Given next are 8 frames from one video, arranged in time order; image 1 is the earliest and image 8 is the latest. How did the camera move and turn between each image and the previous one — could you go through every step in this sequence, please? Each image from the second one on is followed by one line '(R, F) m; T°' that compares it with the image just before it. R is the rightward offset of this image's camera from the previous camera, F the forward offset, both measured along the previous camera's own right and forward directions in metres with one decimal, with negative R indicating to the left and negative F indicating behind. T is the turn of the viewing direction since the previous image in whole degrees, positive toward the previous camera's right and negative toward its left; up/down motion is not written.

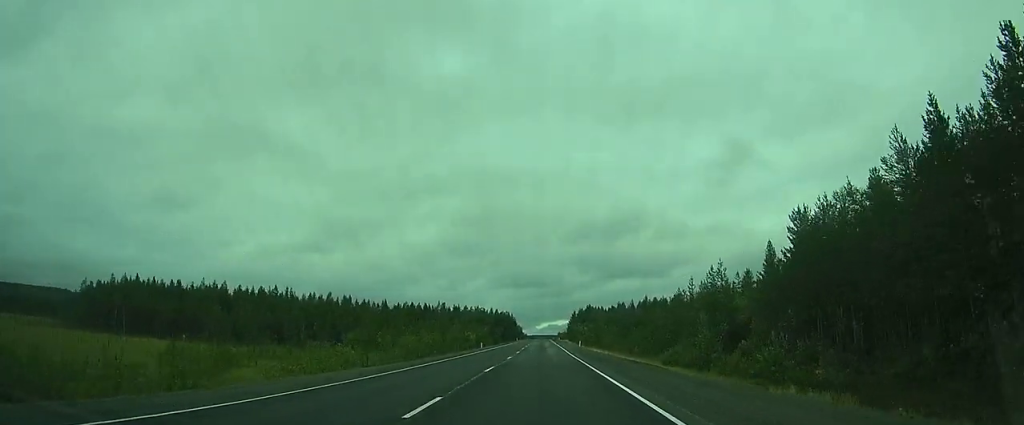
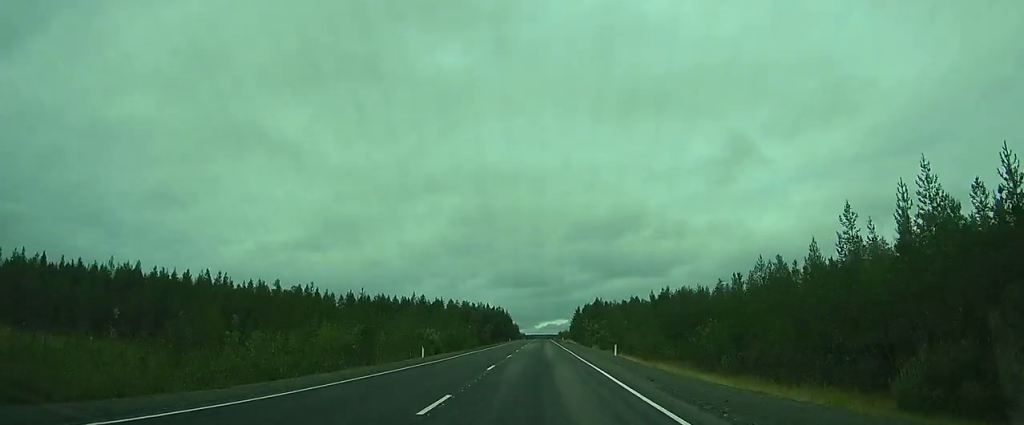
(0.0, +36.9) m; 0°
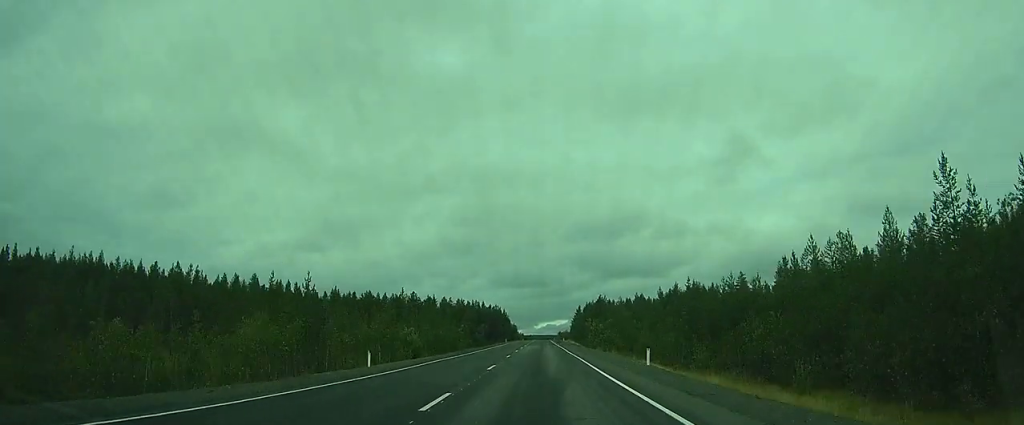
(0.0, +12.0) m; 0°
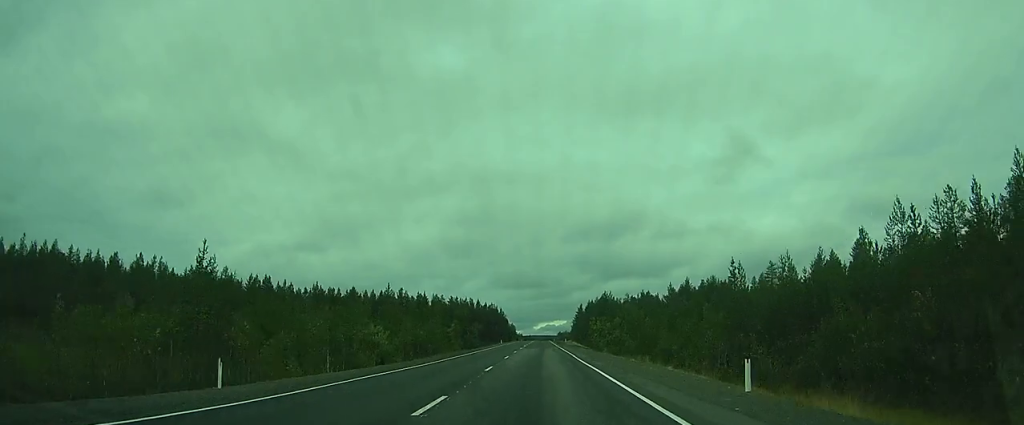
(0.0, +12.8) m; 0°
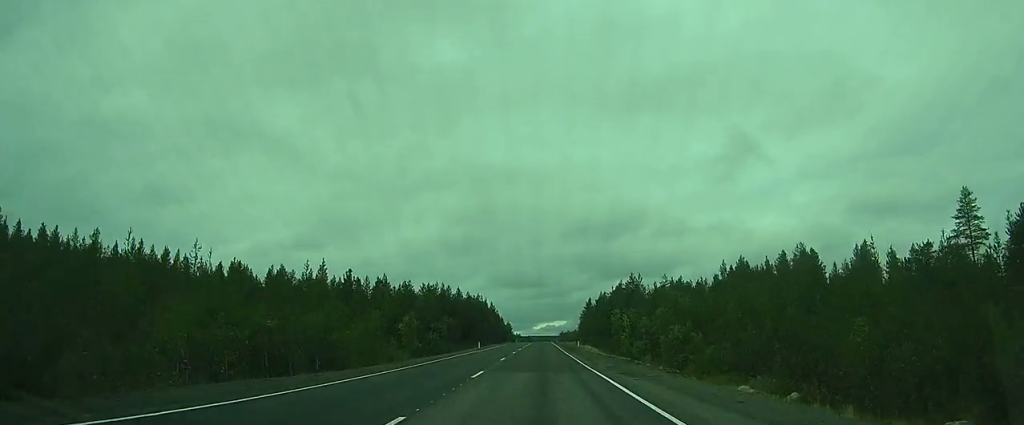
(0.0, +39.9) m; +1°
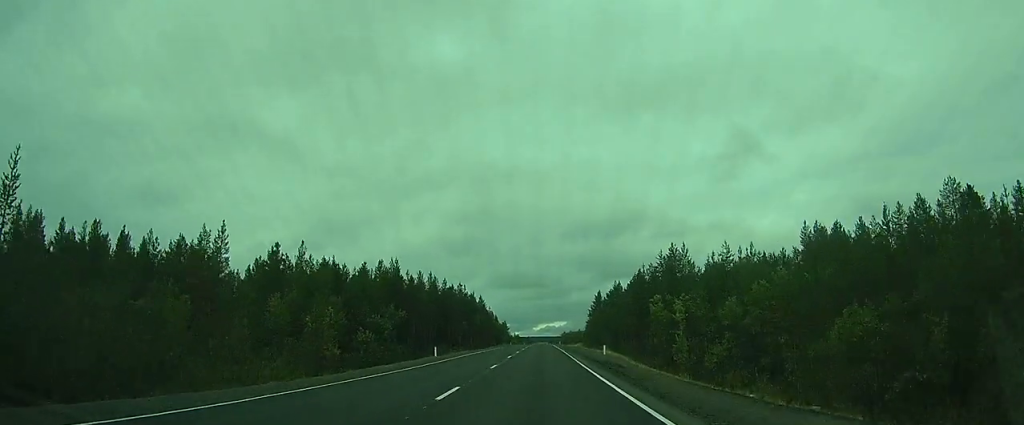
(+0.4, +30.3) m; +1°
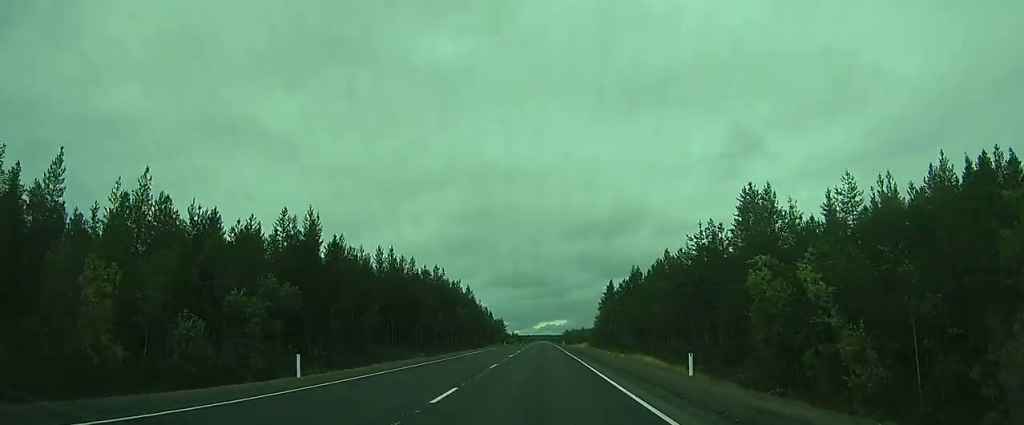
(0.0, +24.8) m; 0°
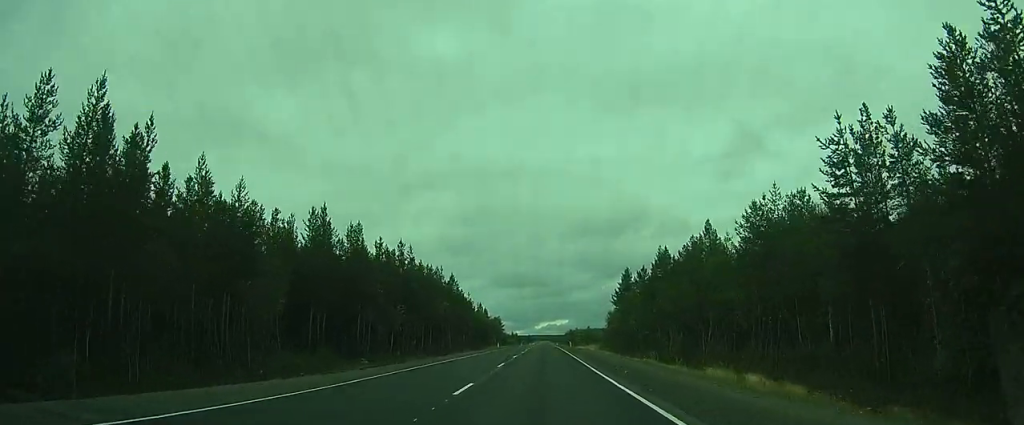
(0.0, +22.0) m; -1°
